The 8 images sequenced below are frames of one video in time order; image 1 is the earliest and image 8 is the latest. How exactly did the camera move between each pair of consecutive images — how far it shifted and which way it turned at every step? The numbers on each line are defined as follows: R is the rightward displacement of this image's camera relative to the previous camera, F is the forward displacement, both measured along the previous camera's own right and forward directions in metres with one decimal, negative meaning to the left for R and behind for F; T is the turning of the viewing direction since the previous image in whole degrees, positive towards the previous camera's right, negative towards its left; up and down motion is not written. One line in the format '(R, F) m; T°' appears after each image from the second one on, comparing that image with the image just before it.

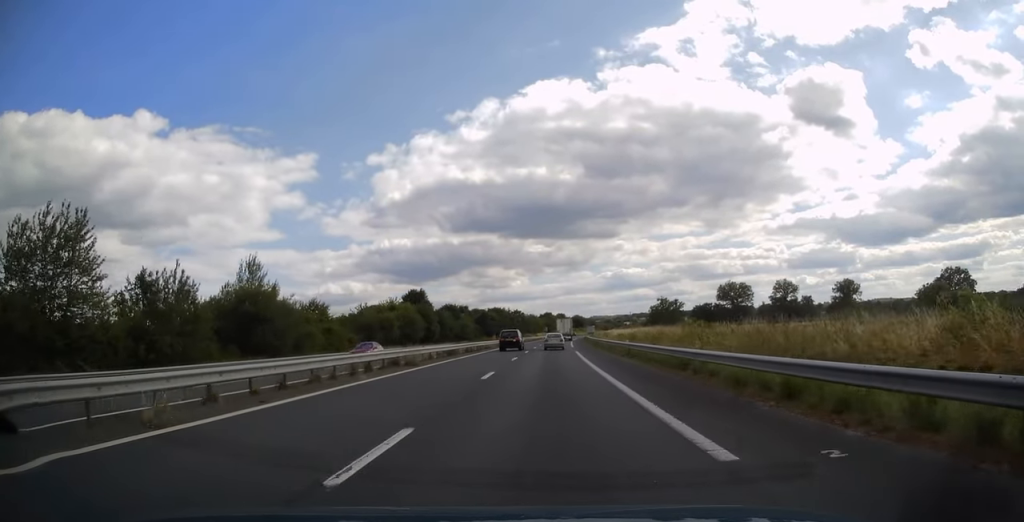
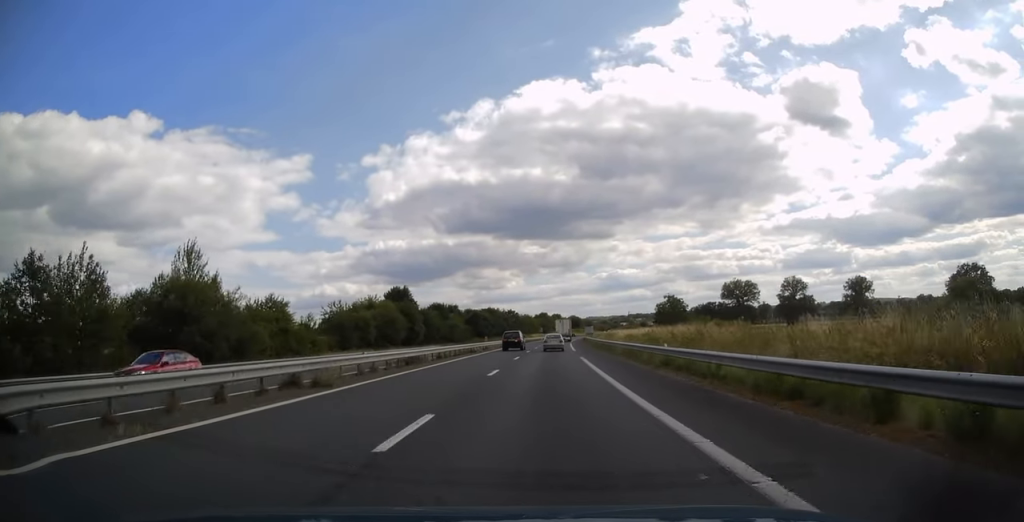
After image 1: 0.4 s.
(0.0, +11.4) m; 0°
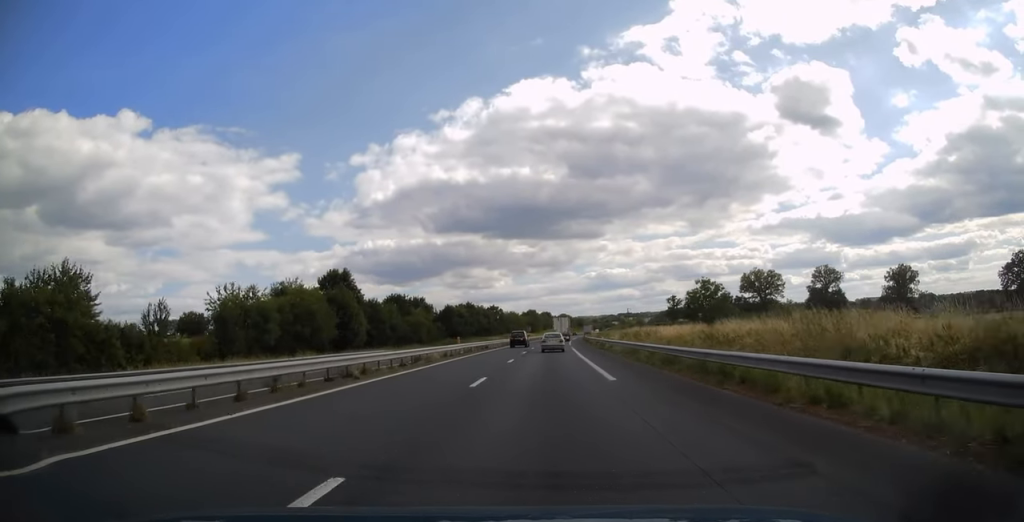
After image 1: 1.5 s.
(+0.3, +31.2) m; +1°
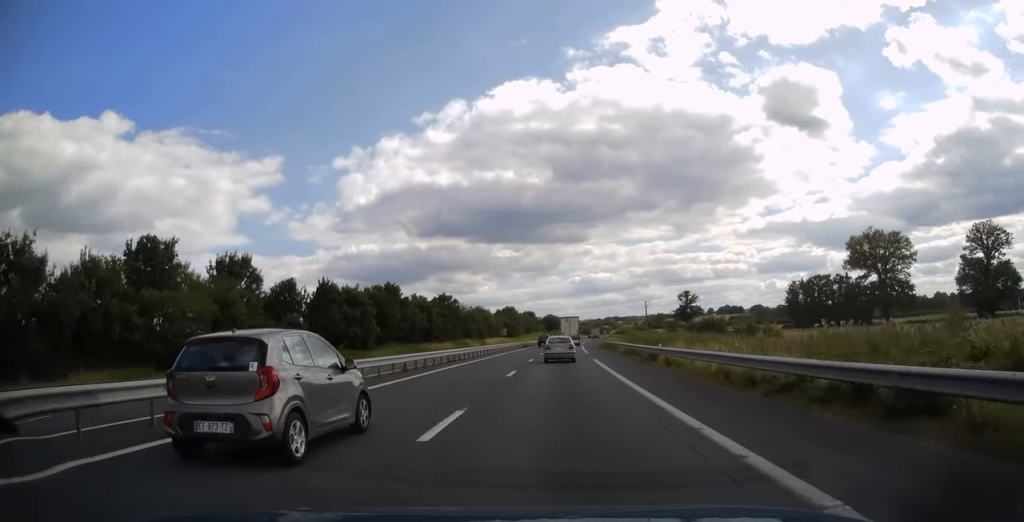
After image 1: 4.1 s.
(+1.2, +73.7) m; +1°
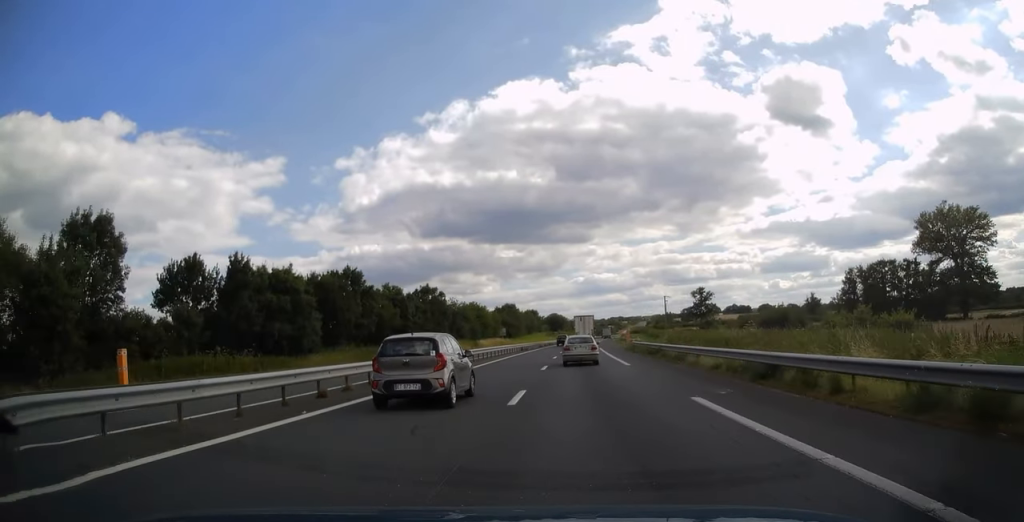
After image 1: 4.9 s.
(0.0, +21.7) m; 0°
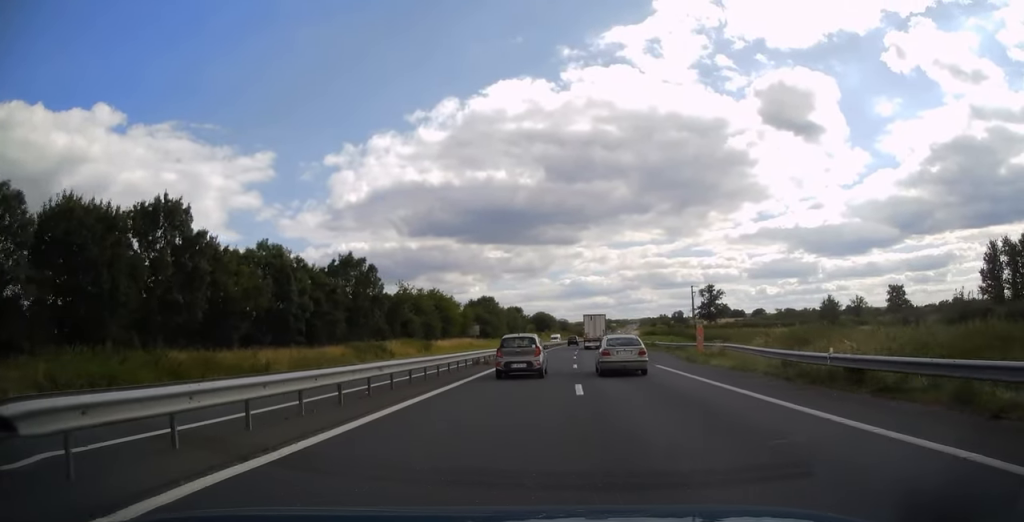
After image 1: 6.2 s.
(+0.3, +37.3) m; +1°
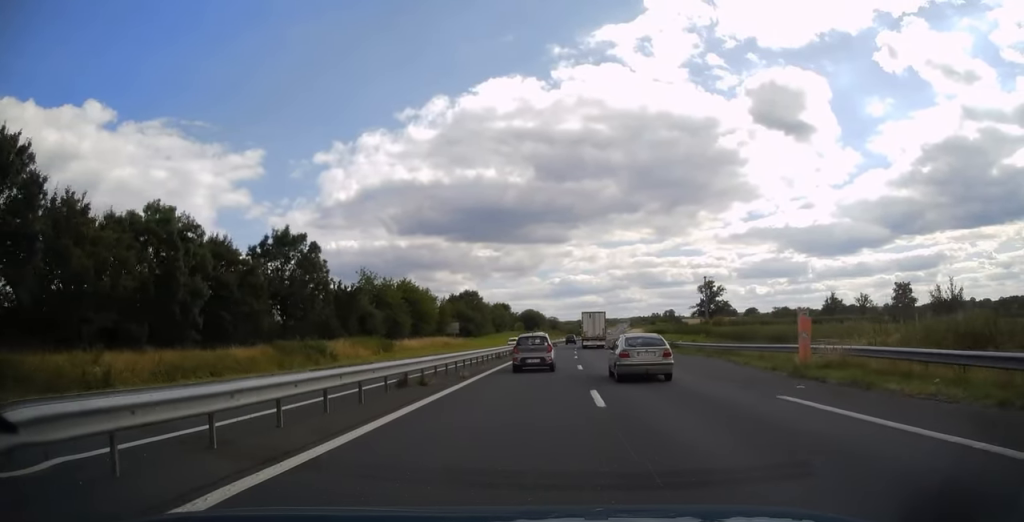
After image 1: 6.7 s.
(+0.1, +15.6) m; +1°
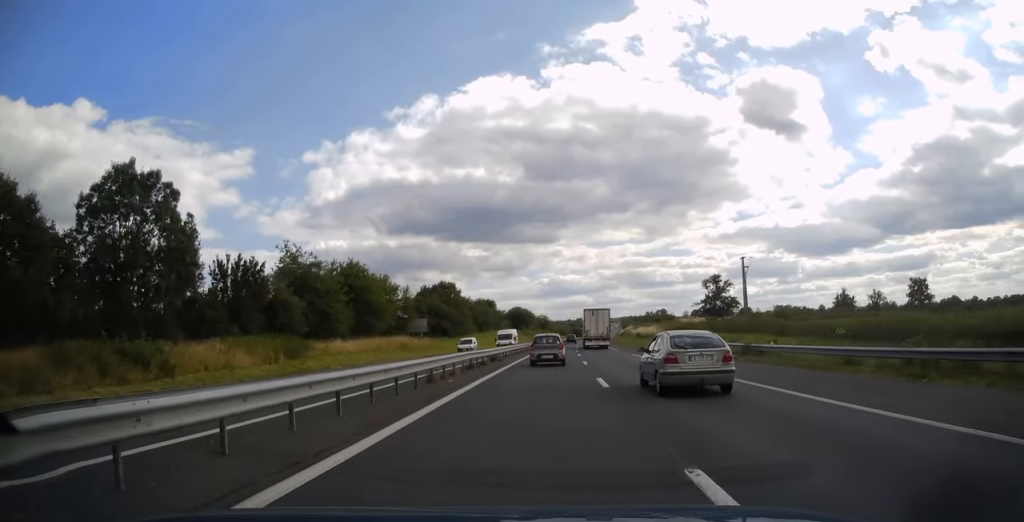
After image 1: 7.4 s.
(+0.1, +22.4) m; +1°
